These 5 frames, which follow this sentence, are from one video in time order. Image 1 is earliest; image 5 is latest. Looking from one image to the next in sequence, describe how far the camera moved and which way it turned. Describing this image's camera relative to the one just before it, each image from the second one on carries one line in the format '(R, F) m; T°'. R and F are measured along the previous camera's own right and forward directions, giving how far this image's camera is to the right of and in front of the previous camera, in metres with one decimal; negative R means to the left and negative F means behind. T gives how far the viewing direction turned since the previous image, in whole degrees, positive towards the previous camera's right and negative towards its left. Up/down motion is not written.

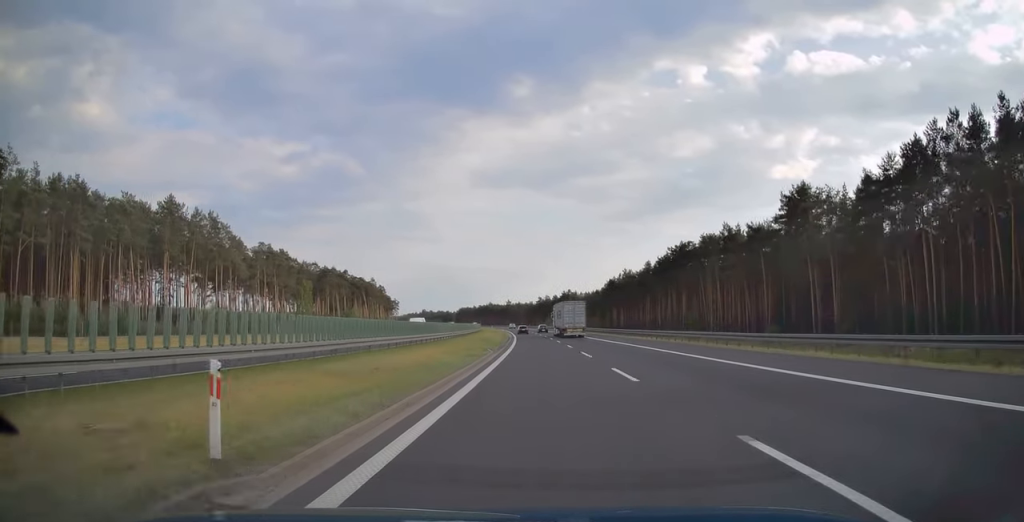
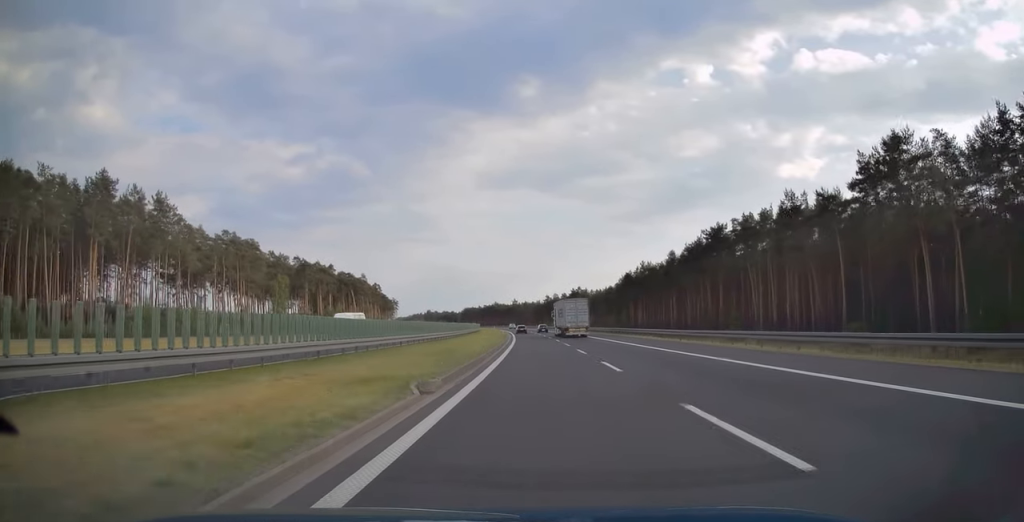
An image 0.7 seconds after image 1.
(-0.1, +21.2) m; -1°
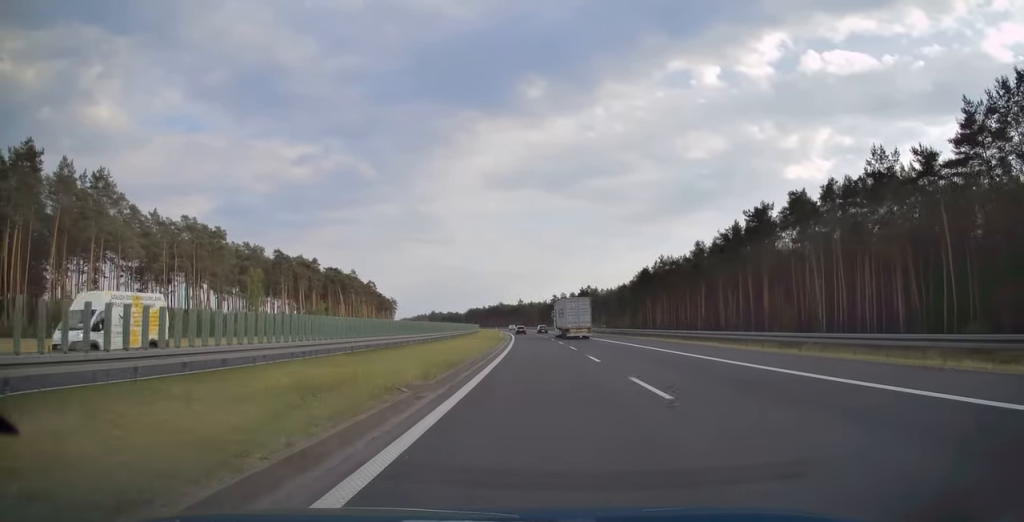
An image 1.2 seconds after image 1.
(-0.1, +18.5) m; -1°
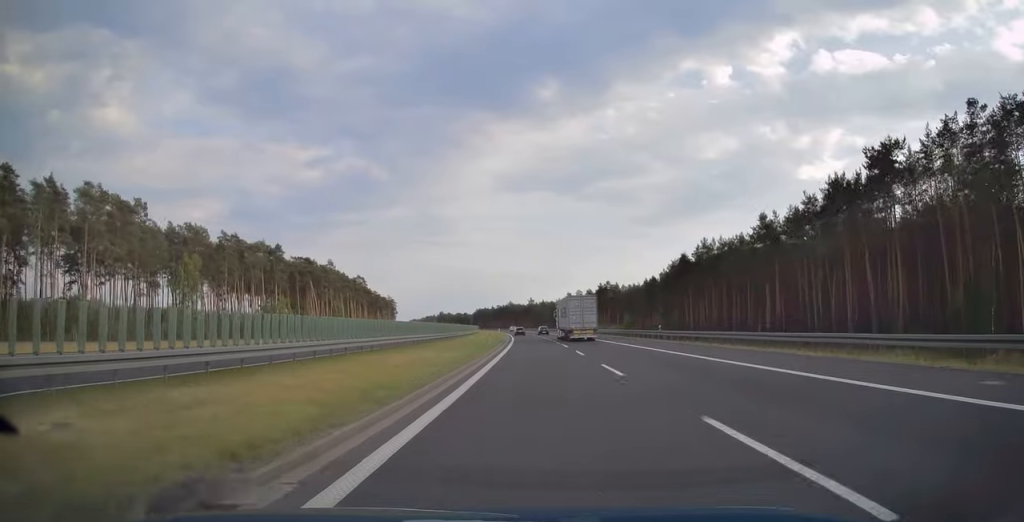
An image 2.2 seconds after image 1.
(-0.3, +31.0) m; -1°
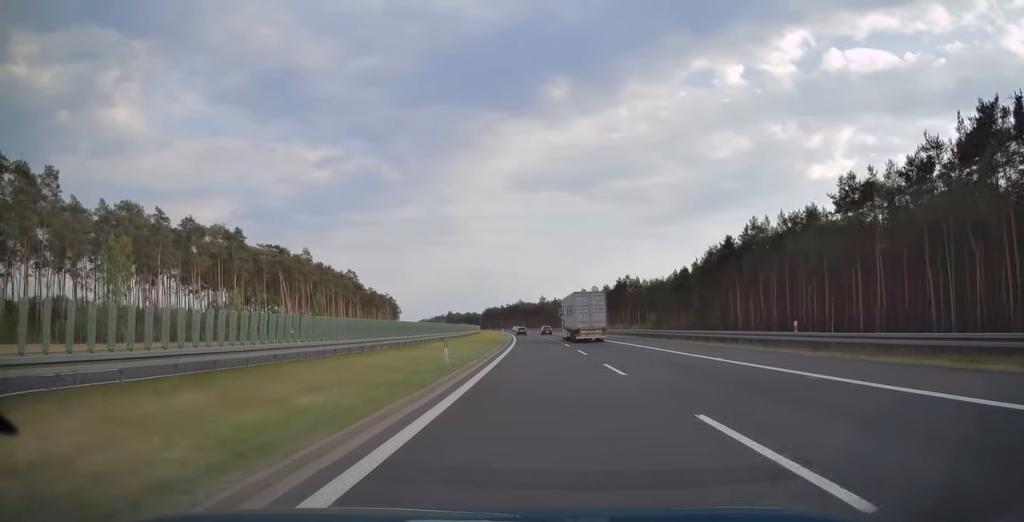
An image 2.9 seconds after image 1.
(-0.2, +23.9) m; -1°
